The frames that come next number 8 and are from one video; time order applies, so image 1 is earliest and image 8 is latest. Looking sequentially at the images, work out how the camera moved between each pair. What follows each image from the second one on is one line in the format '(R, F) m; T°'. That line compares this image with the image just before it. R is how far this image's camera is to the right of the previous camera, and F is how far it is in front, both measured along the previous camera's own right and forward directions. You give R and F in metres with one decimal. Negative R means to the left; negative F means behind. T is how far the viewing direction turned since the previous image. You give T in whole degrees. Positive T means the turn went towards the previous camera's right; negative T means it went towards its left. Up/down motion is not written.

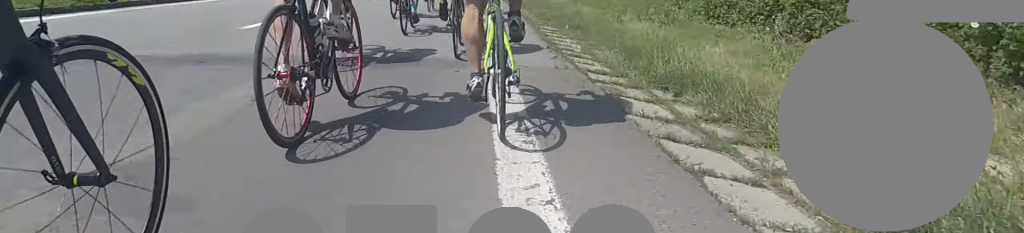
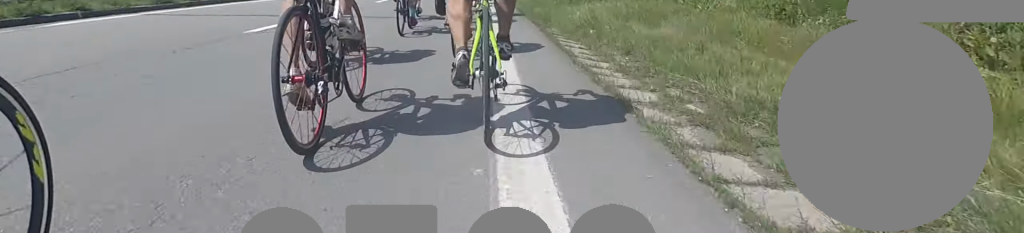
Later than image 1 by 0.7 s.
(-0.4, +8.5) m; +1°
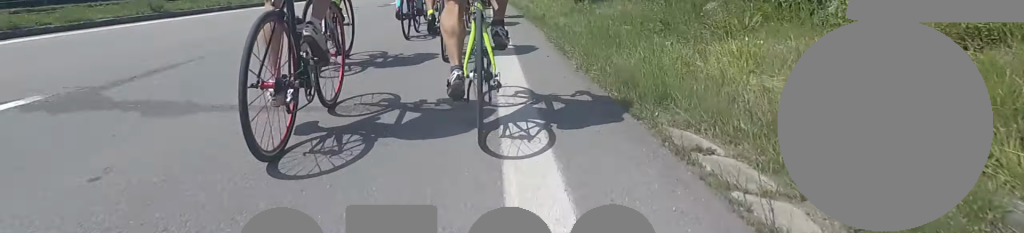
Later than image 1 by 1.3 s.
(+0.6, +6.6) m; +4°
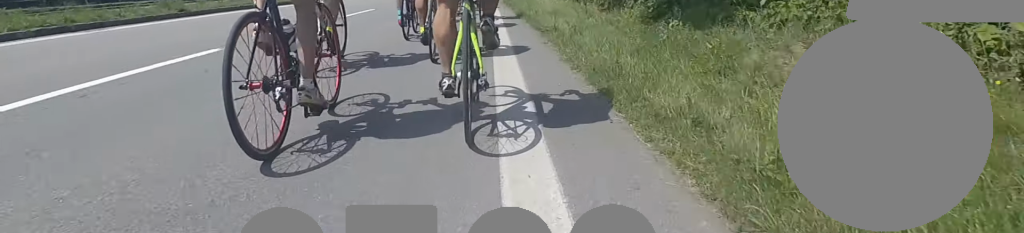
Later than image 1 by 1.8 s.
(+0.2, +5.8) m; +2°
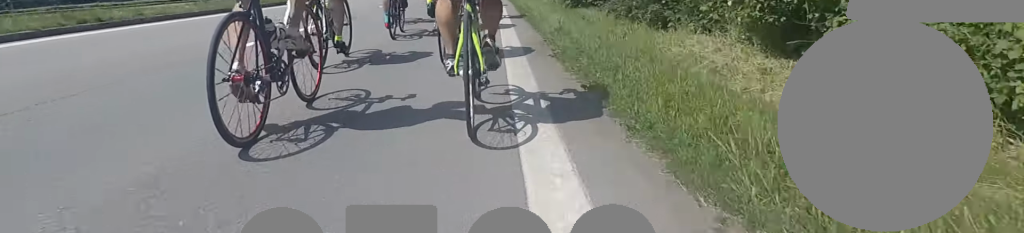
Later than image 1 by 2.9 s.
(+0.1, +14.2) m; 0°
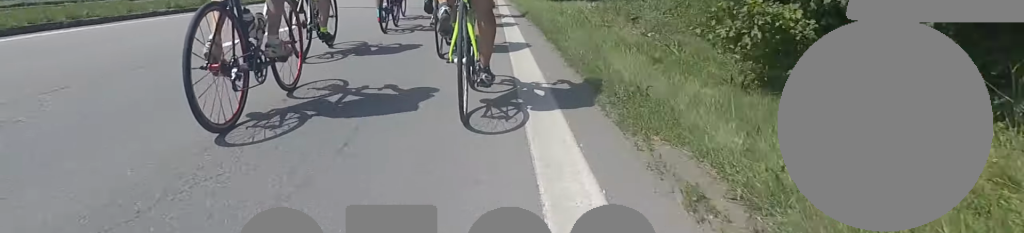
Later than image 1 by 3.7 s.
(0.0, +9.9) m; 0°
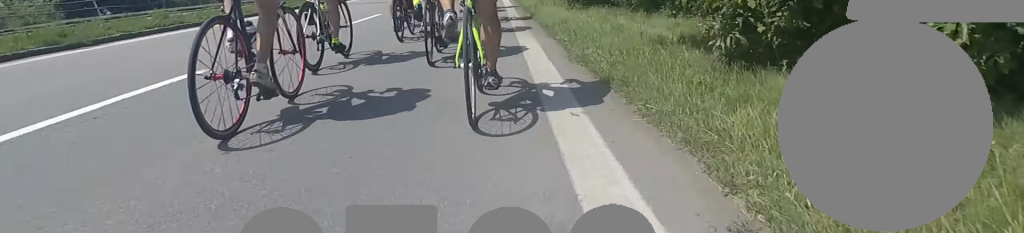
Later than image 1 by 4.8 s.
(0.0, +12.5) m; 0°
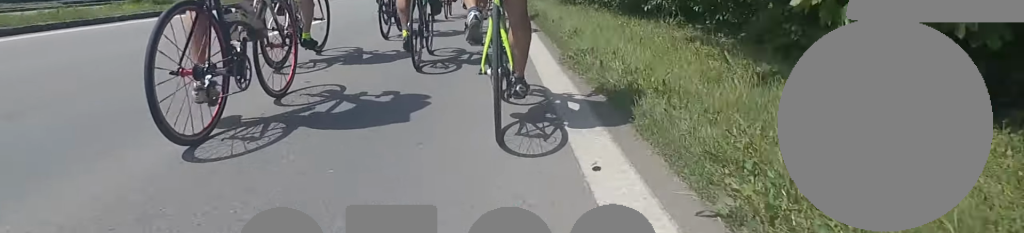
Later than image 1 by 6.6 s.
(0.0, +21.9) m; 0°
